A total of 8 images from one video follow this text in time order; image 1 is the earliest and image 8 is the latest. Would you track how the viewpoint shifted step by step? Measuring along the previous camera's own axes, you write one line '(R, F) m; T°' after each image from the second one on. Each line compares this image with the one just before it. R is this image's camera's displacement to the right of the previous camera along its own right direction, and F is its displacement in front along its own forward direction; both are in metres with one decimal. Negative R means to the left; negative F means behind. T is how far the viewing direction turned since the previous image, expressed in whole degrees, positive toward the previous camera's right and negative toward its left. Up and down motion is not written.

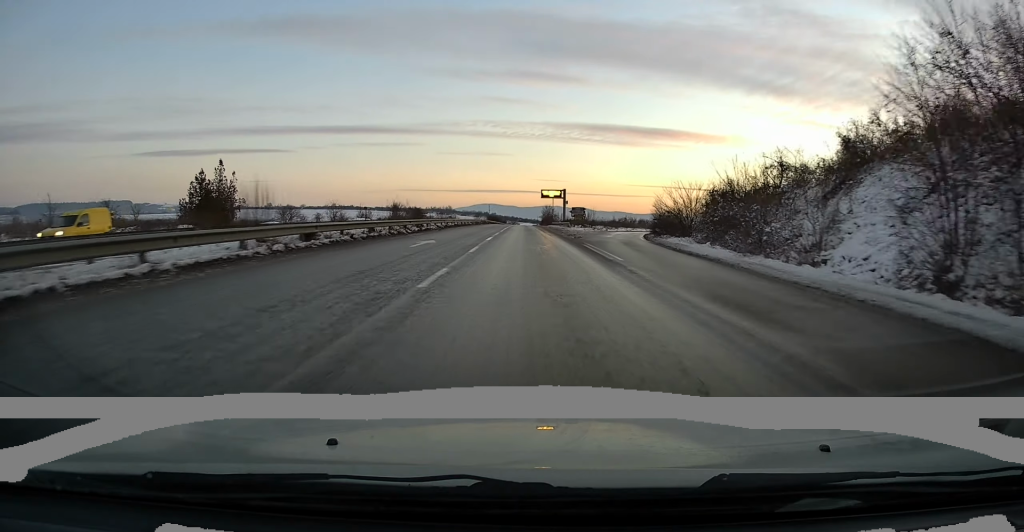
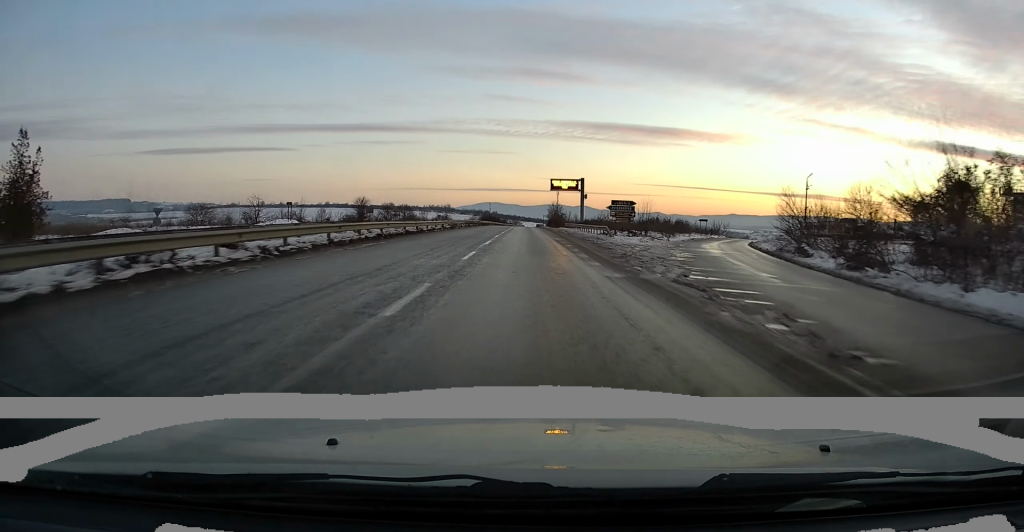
(-0.3, +29.9) m; -1°
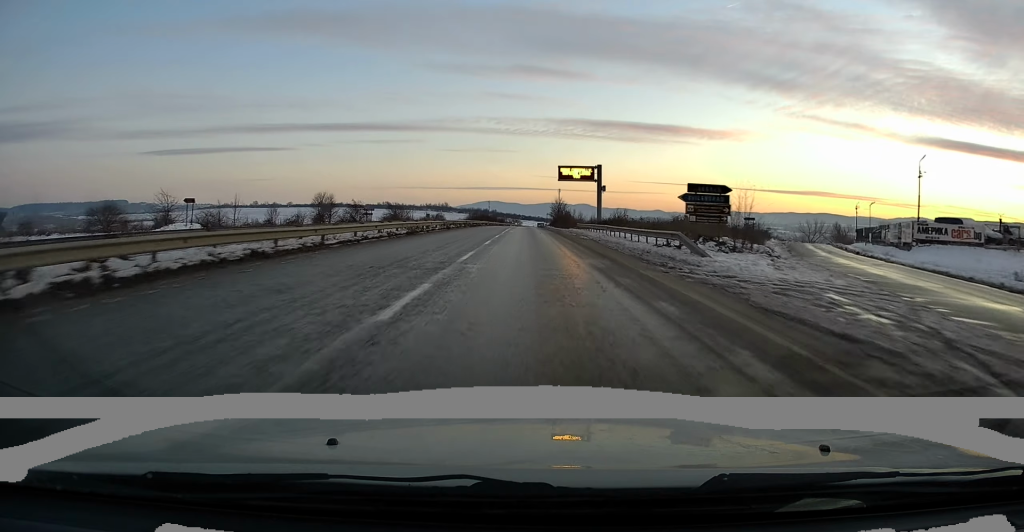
(-0.1, +18.4) m; 0°
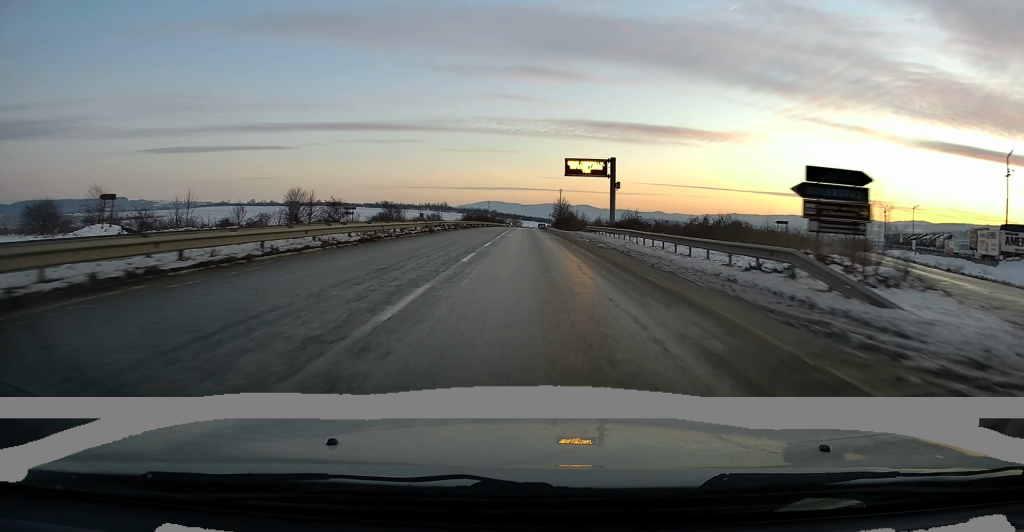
(+0.1, +9.0) m; 0°
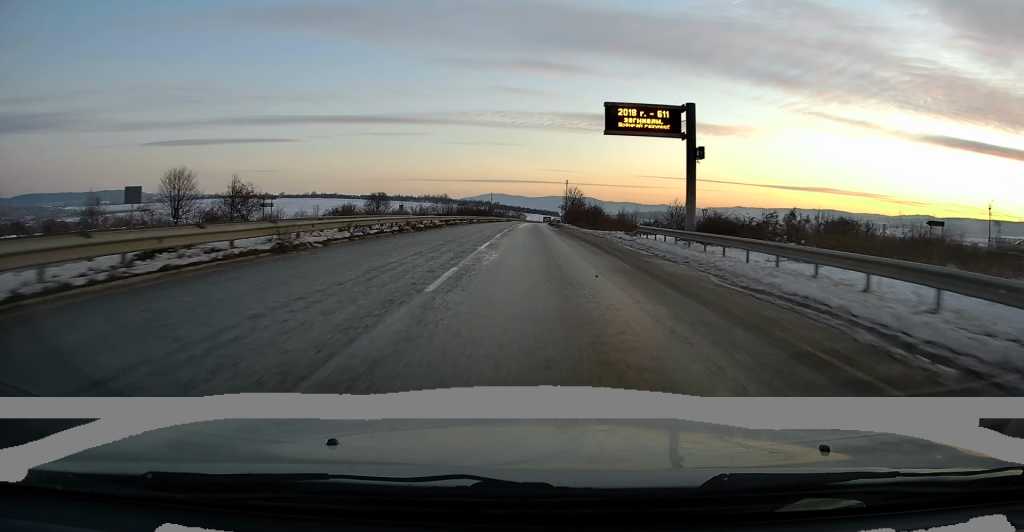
(-0.1, +24.4) m; 0°
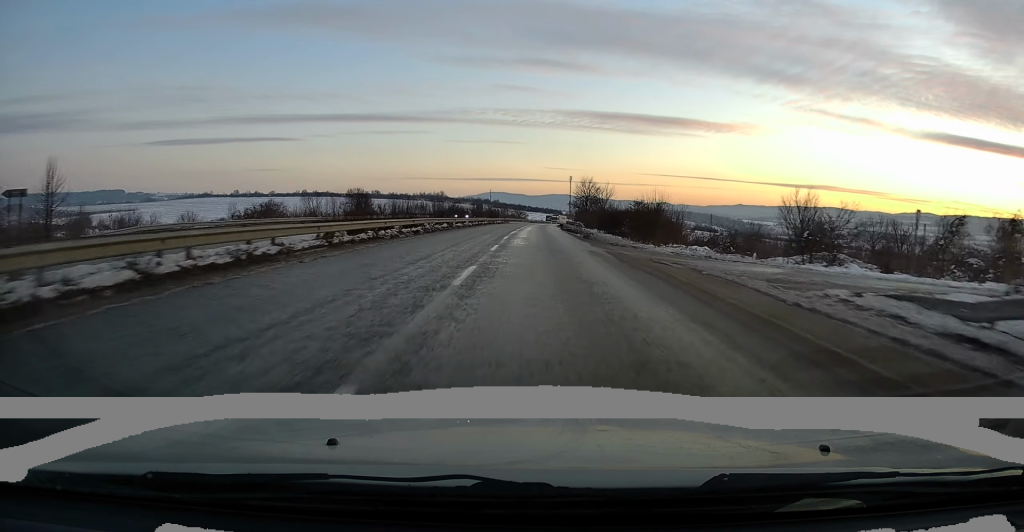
(+0.2, +27.2) m; 0°
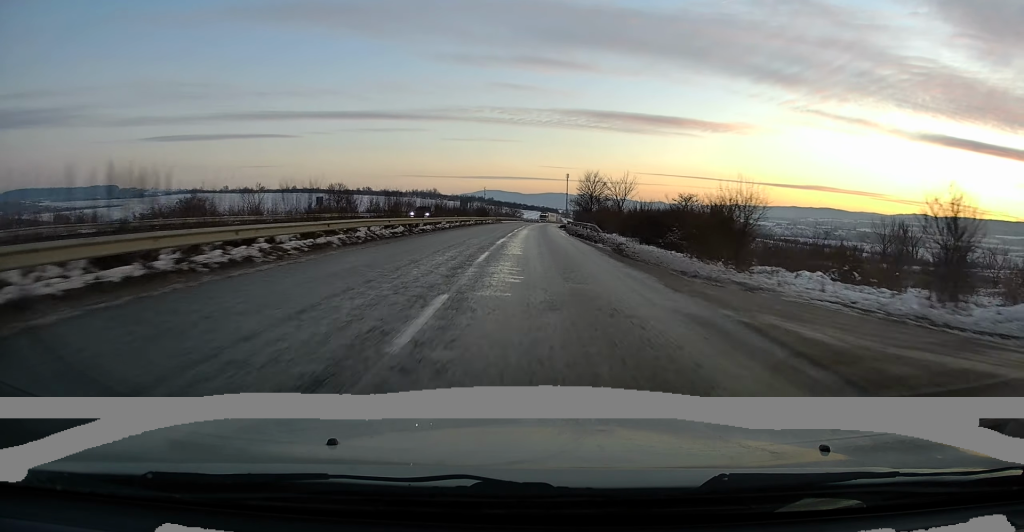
(0.0, +13.6) m; 0°
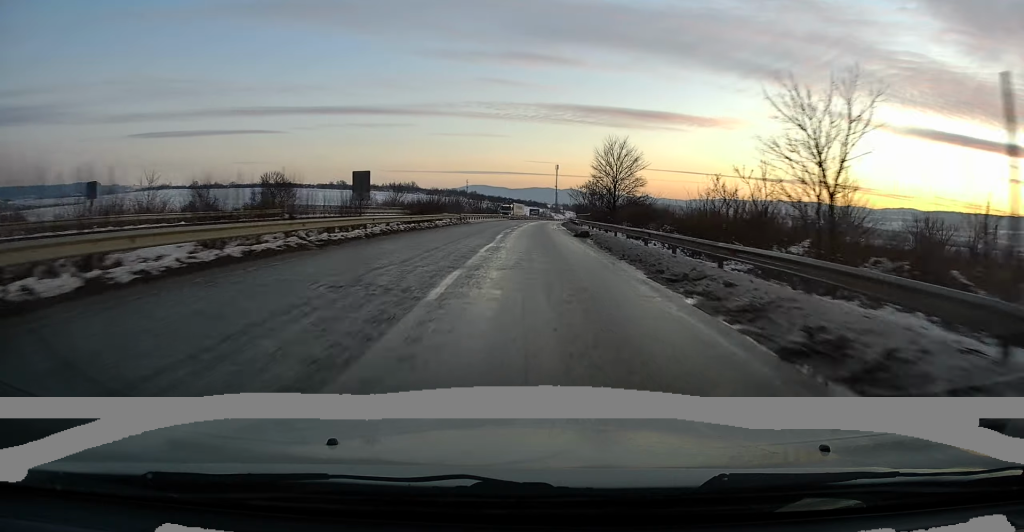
(+0.1, +33.1) m; +1°
